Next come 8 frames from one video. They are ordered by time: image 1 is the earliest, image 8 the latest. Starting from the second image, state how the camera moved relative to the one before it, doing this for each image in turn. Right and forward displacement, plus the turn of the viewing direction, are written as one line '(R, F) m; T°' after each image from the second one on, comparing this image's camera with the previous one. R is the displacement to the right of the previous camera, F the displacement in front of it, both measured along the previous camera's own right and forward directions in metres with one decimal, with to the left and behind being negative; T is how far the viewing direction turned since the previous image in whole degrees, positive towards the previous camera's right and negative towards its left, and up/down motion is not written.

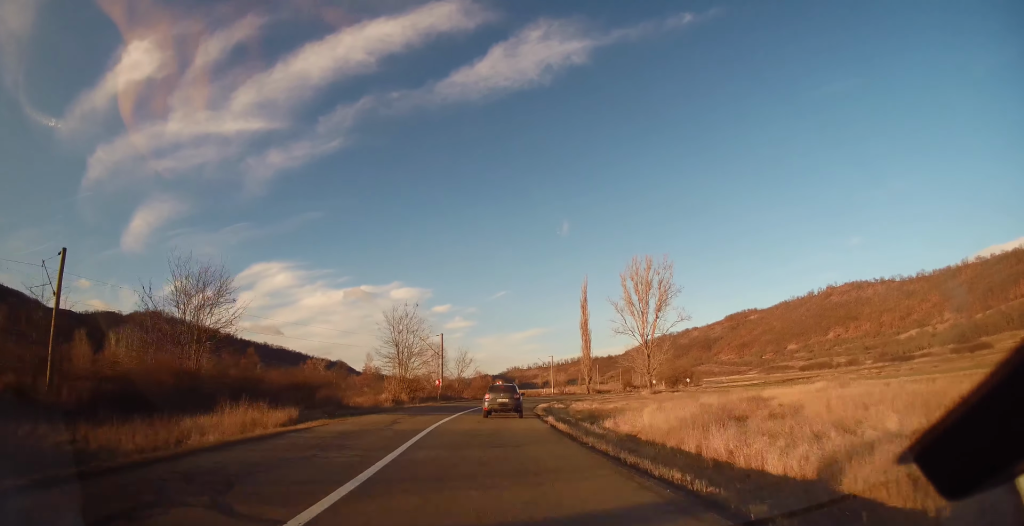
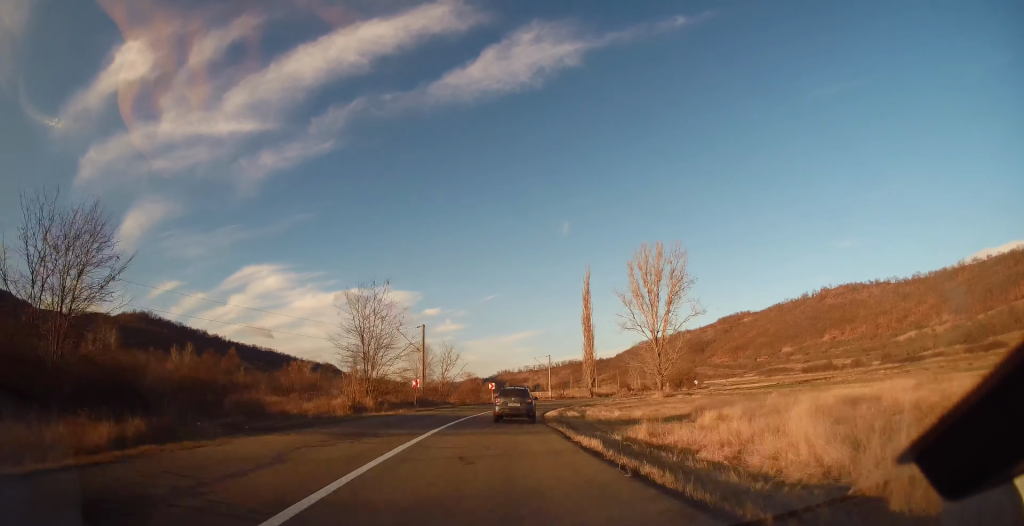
(0.0, +11.1) m; +1°
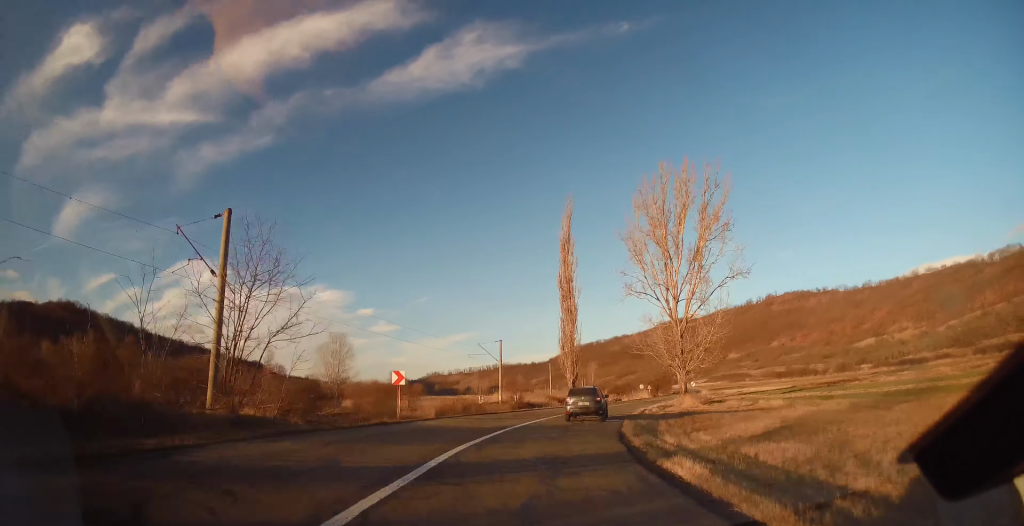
(+2.3, +33.8) m; +11°
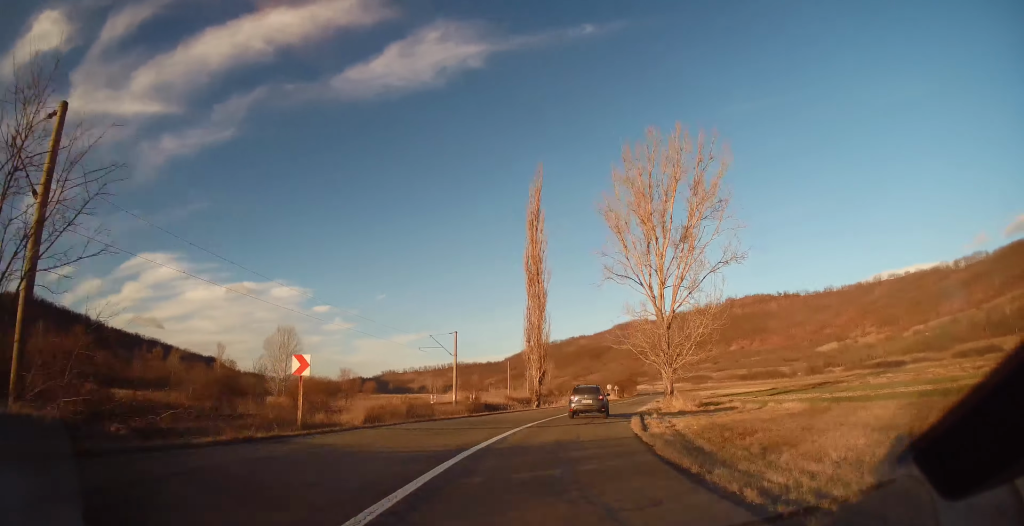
(+0.2, +8.5) m; +5°
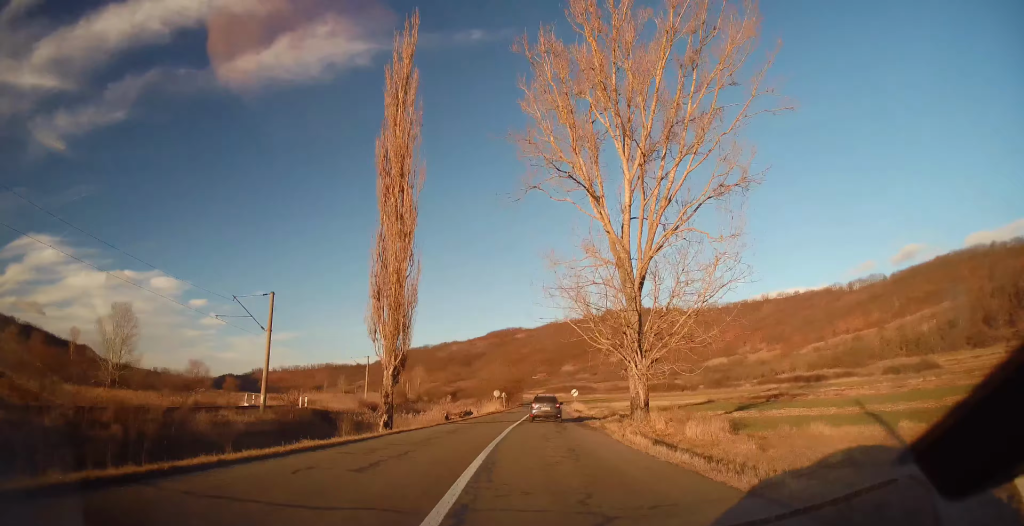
(+3.1, +23.6) m; +12°
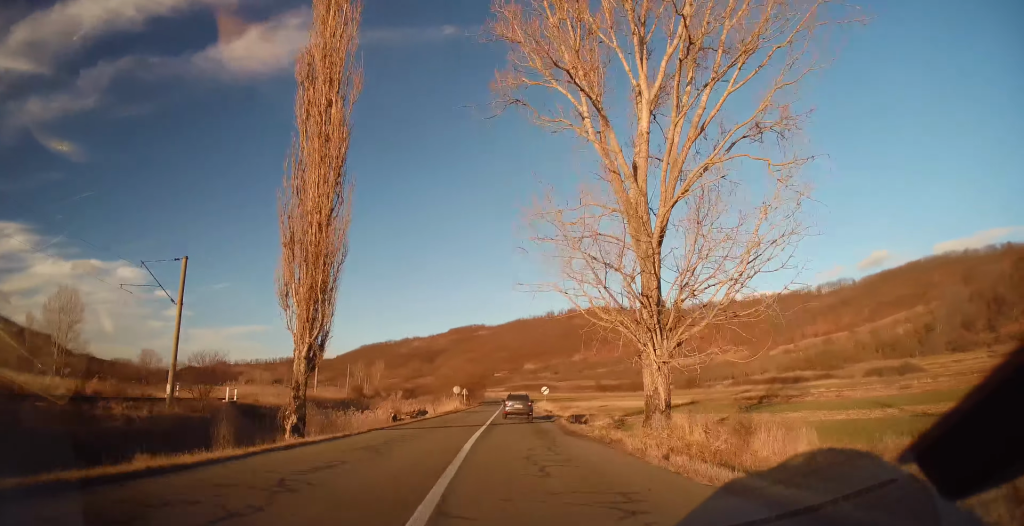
(+0.1, +7.8) m; +3°
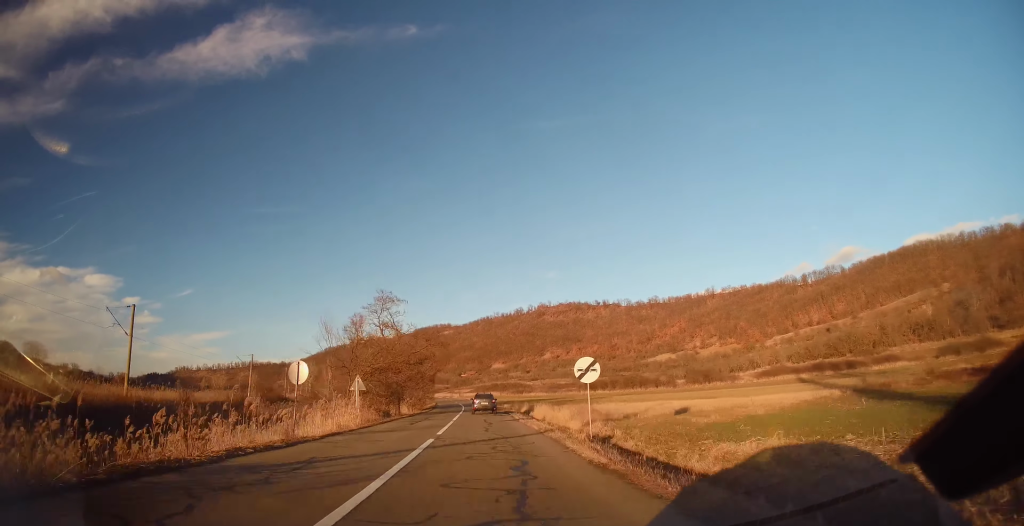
(+1.2, +40.8) m; +1°
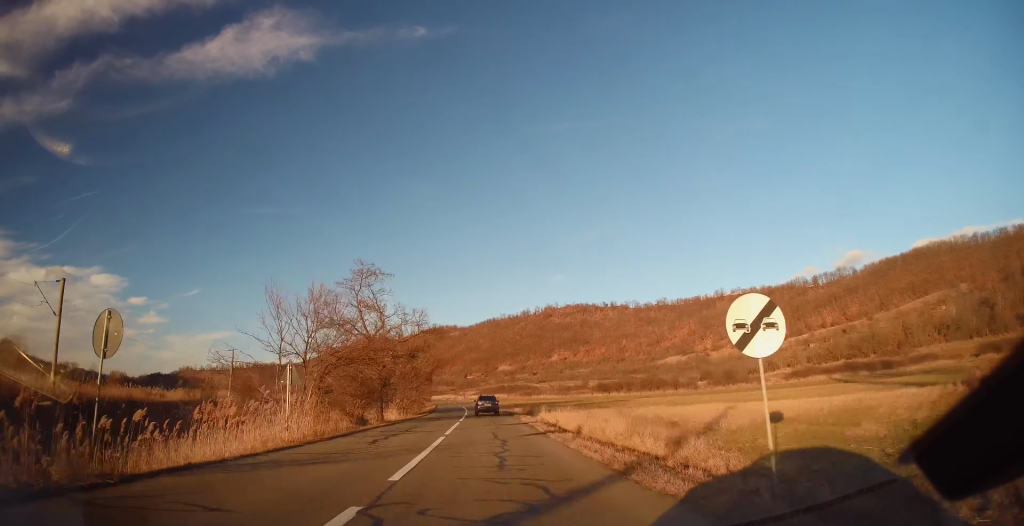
(+0.4, +10.4) m; 0°
